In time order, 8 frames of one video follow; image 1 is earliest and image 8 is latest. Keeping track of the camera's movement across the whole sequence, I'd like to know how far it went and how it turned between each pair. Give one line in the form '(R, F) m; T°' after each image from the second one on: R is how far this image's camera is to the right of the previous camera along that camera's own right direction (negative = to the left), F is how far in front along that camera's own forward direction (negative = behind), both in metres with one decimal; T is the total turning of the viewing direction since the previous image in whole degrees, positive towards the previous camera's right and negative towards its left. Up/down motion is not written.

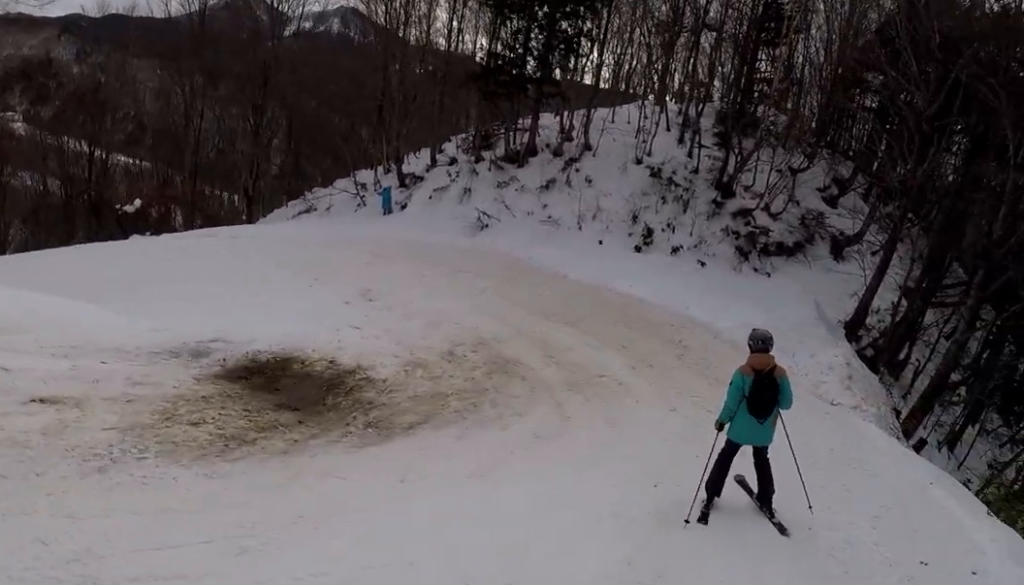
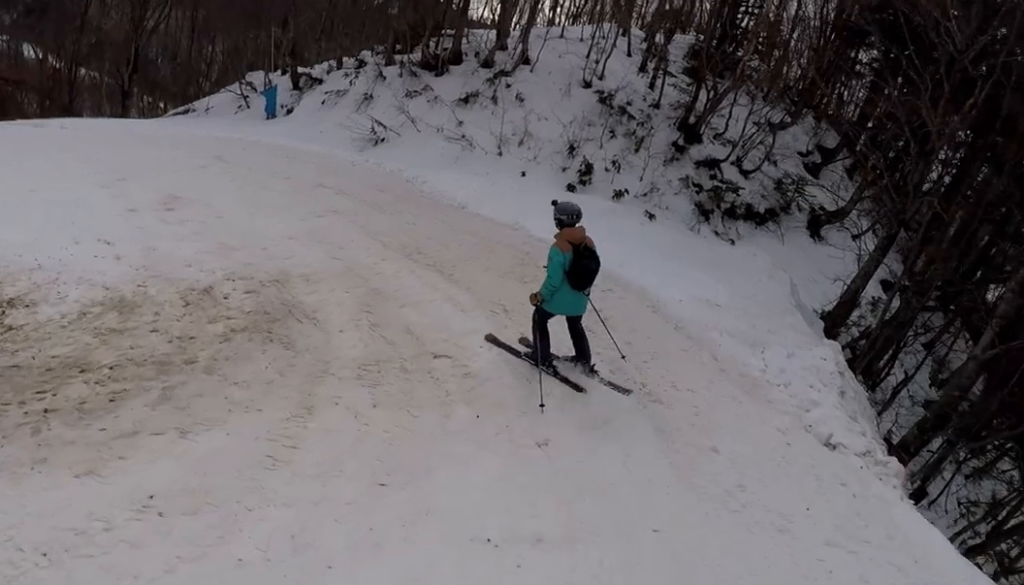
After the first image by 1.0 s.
(-0.9, +4.2) m; -21°
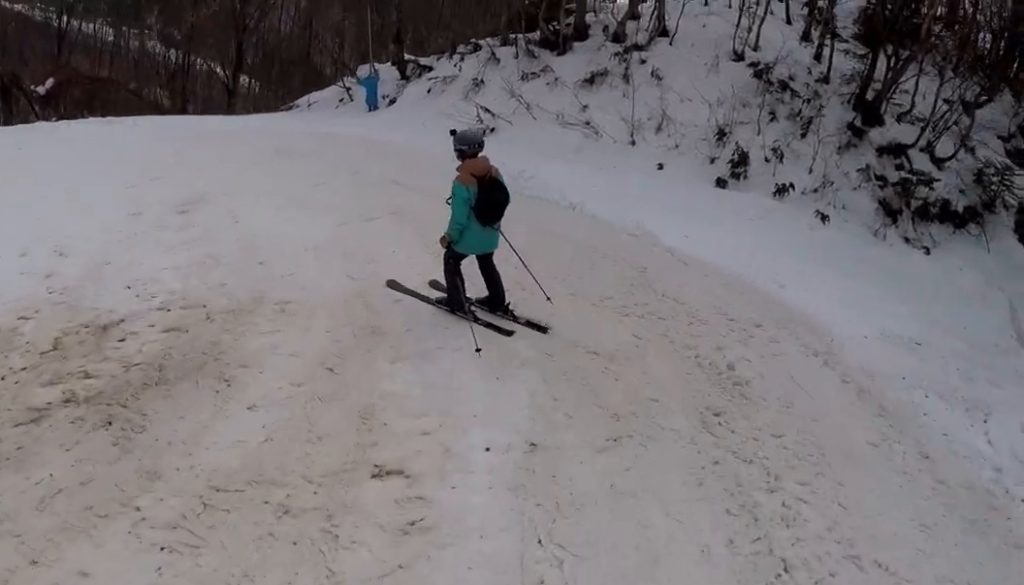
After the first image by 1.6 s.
(-0.3, +2.7) m; -15°
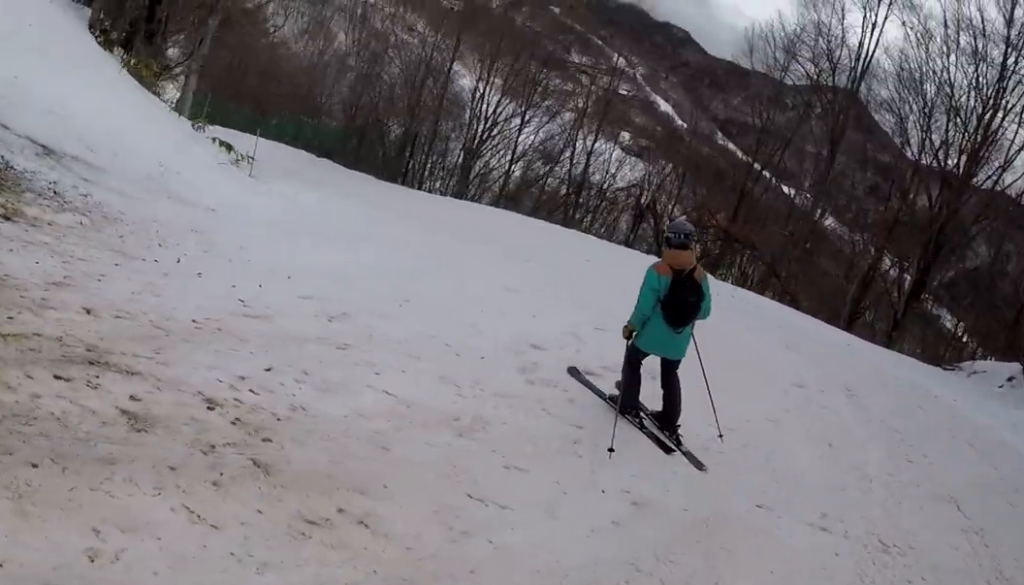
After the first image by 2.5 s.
(-0.5, +3.6) m; -26°
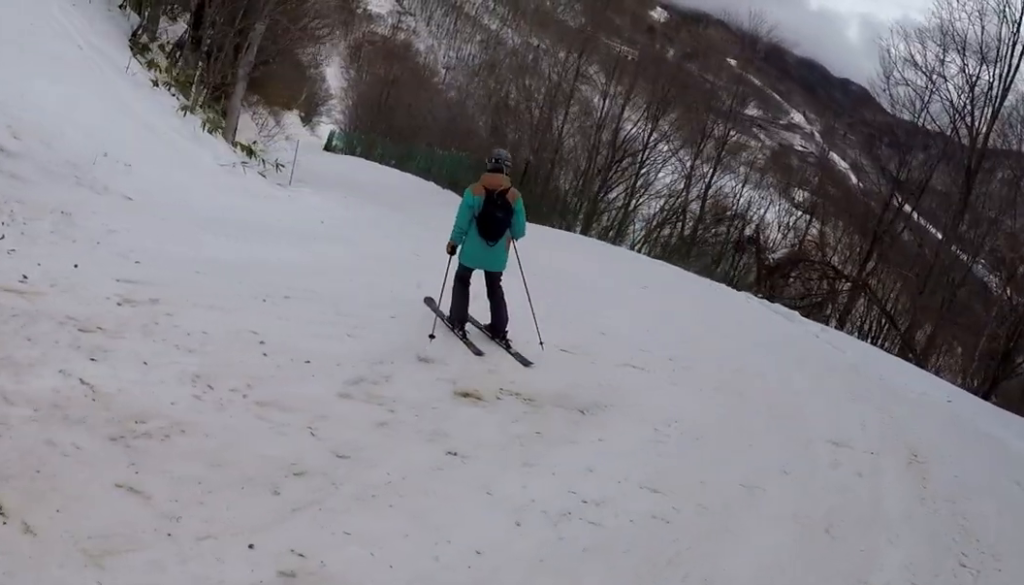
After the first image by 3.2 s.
(-0.7, +2.3) m; -18°
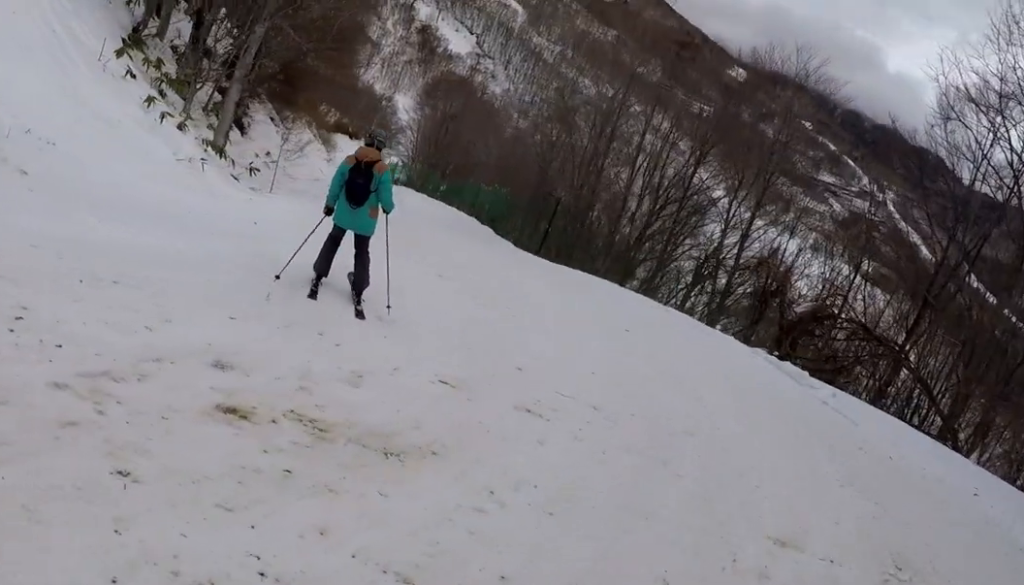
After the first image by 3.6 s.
(-0.2, +1.9) m; -10°
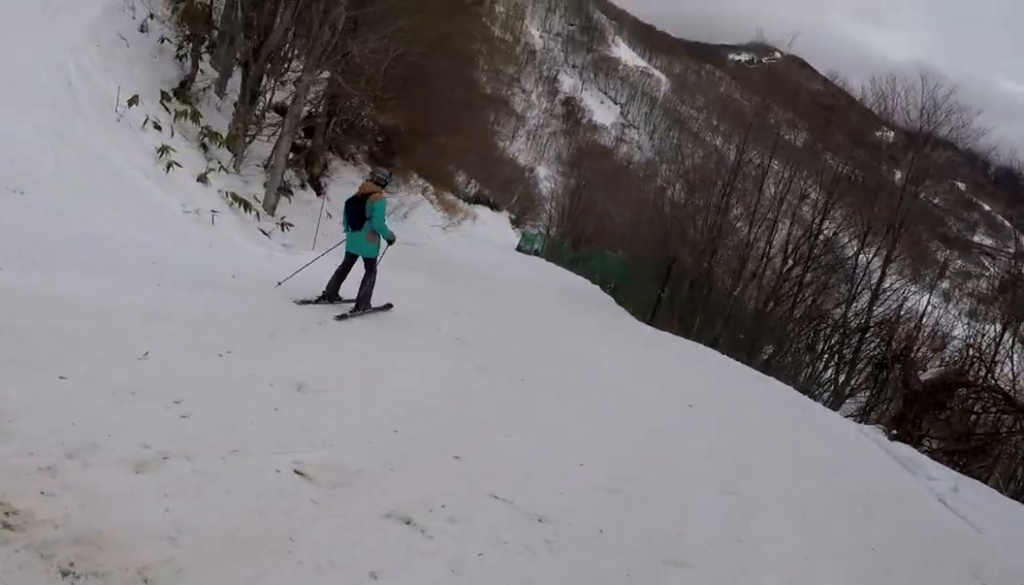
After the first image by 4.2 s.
(0.0, +2.5) m; -11°
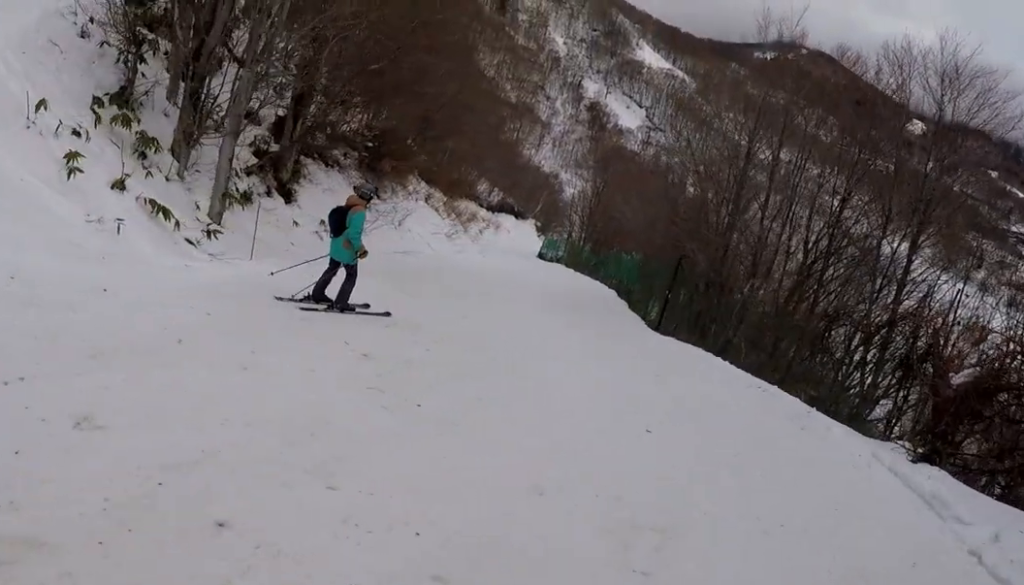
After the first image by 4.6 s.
(-0.4, +2.1) m; -9°
